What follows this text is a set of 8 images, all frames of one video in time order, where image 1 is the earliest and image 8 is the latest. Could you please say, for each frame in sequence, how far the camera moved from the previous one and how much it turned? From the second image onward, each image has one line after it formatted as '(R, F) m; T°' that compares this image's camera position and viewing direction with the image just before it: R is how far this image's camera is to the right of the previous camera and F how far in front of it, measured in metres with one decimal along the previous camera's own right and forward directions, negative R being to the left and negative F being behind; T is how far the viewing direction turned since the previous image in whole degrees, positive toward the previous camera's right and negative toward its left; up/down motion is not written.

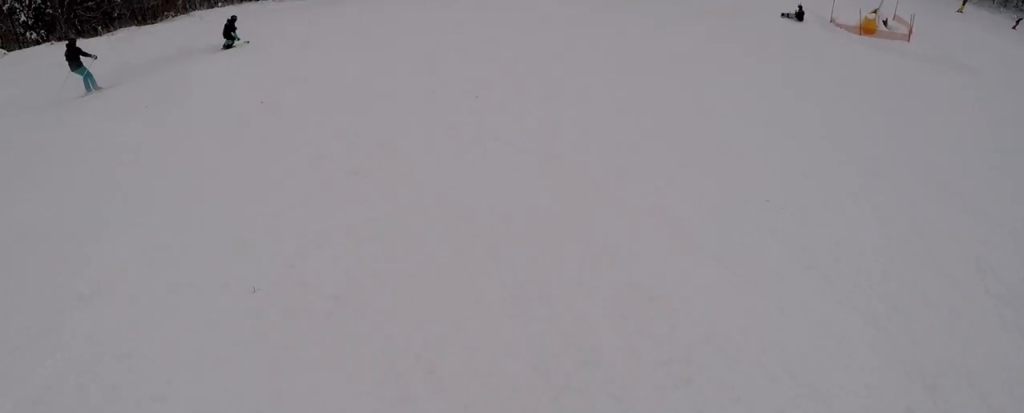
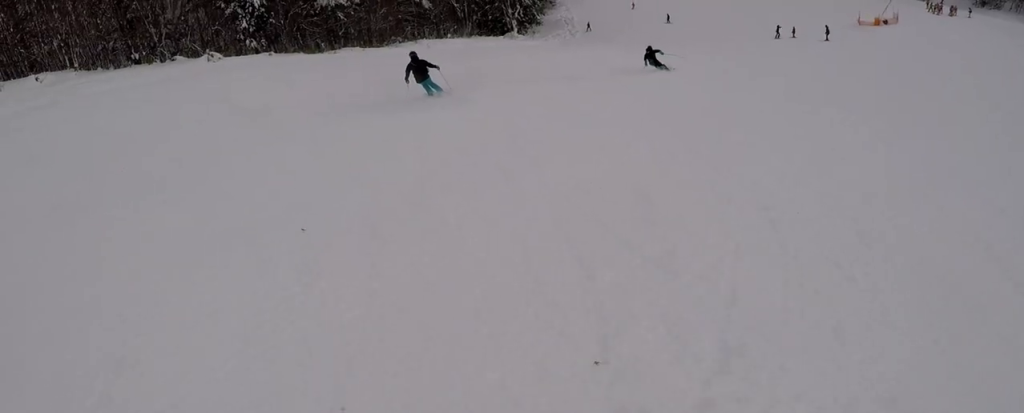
(-1.2, +5.5) m; -8°
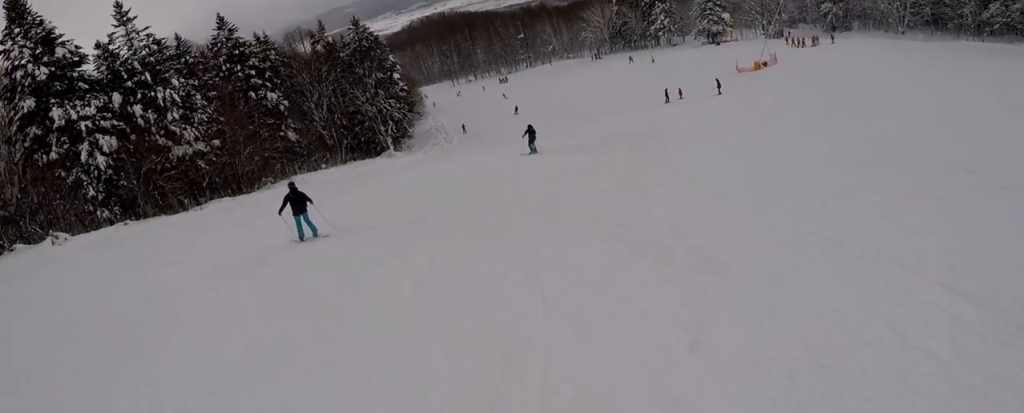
(+0.2, +6.0) m; +14°
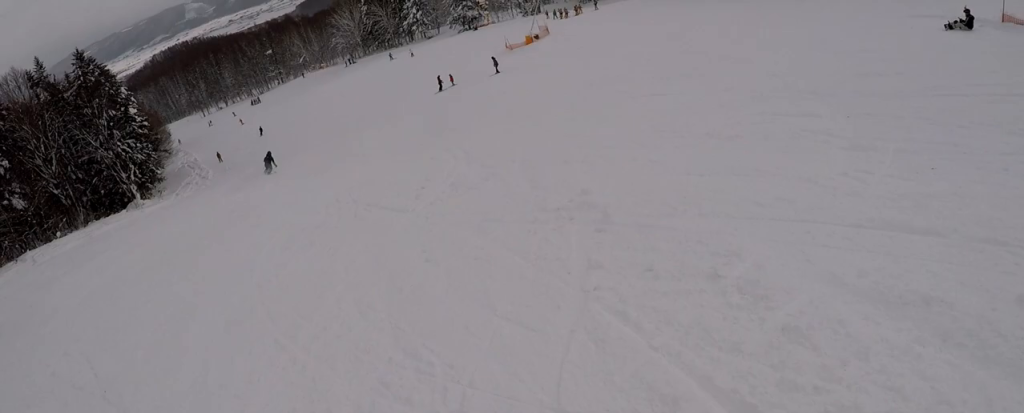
(+1.4, +6.1) m; +26°
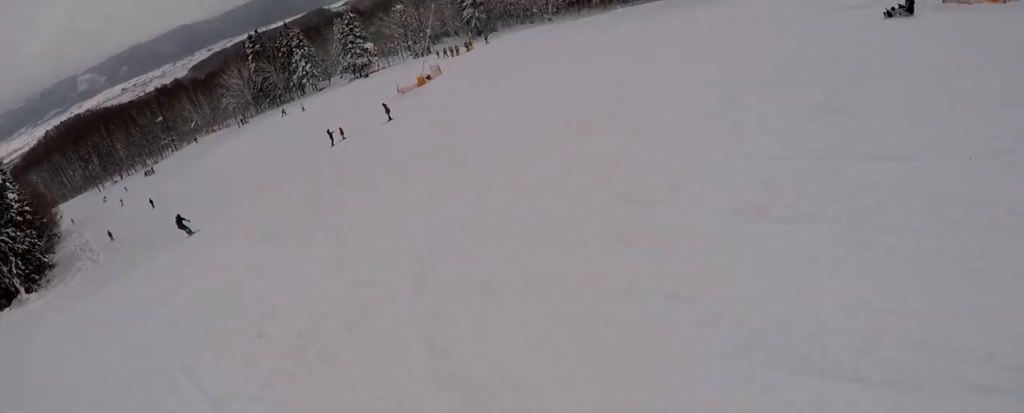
(+0.1, +3.5) m; +12°
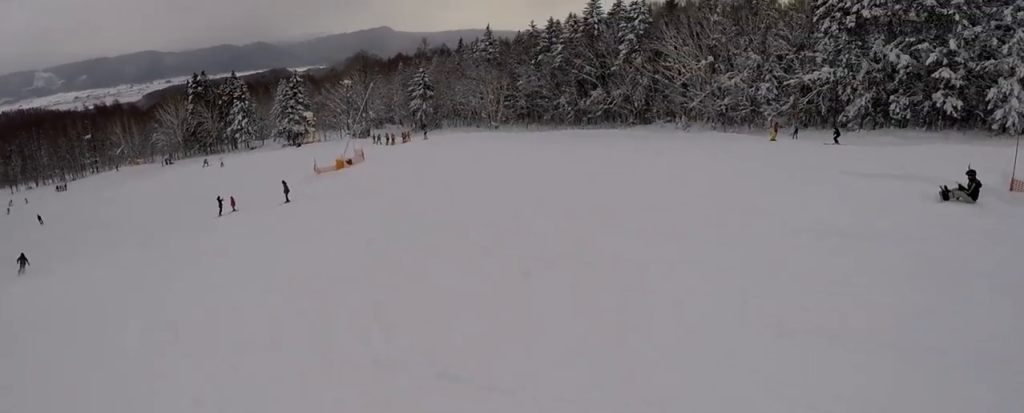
(+1.6, +7.0) m; -2°
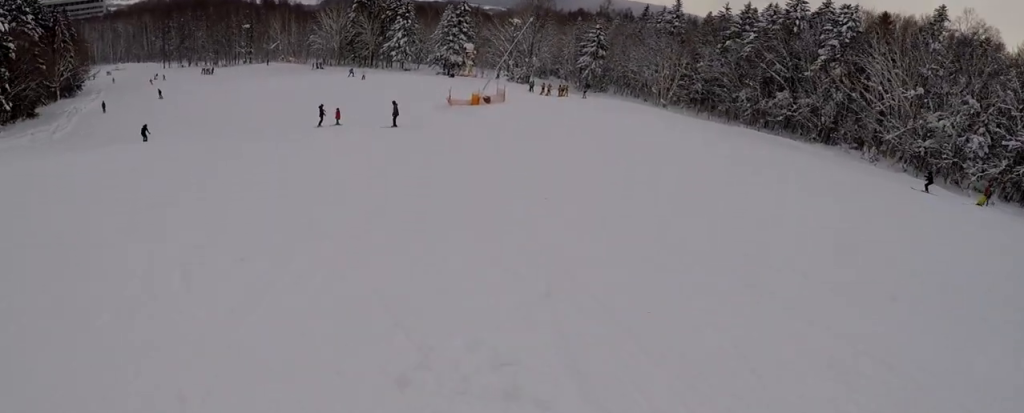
(-1.7, +6.7) m; -15°
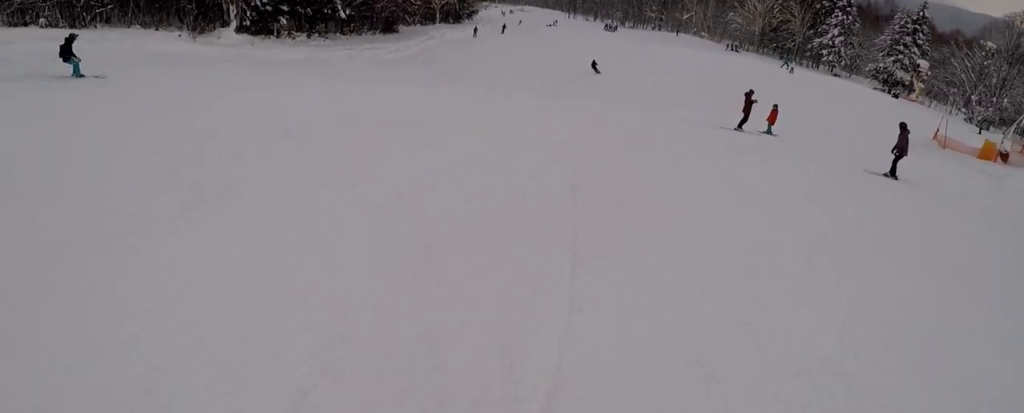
(-6.8, +15.3) m; -44°
